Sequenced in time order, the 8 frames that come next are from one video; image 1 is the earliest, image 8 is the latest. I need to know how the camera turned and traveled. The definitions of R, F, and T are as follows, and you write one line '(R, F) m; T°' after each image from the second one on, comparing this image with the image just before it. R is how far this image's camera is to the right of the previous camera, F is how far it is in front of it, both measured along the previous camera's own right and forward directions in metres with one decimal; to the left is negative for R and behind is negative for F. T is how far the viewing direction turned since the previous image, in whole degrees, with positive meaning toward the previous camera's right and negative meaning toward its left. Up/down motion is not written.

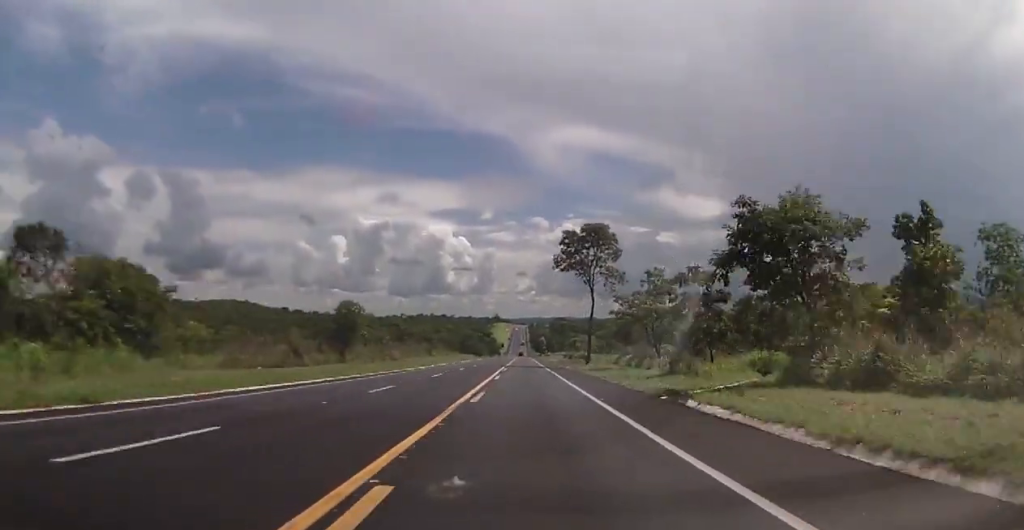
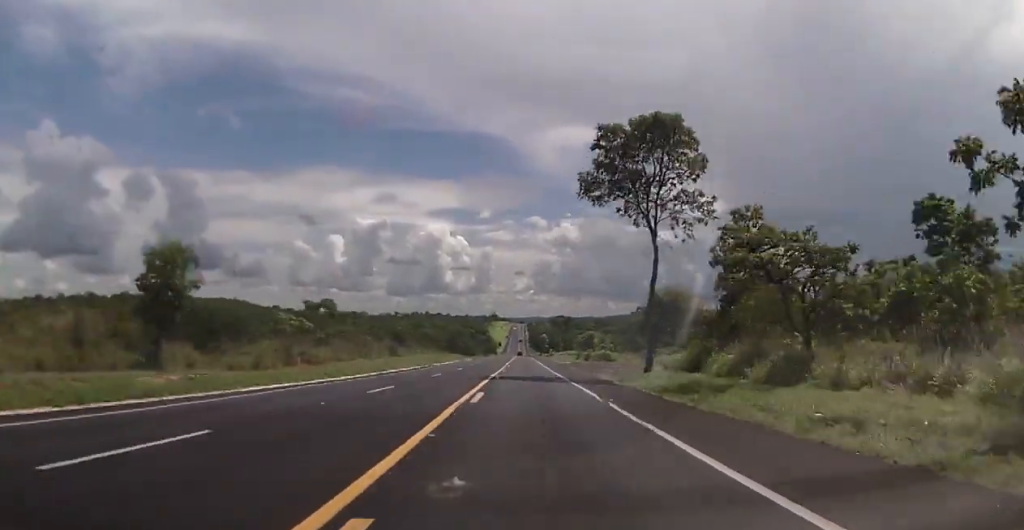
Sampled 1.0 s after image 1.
(+0.2, +33.5) m; 0°
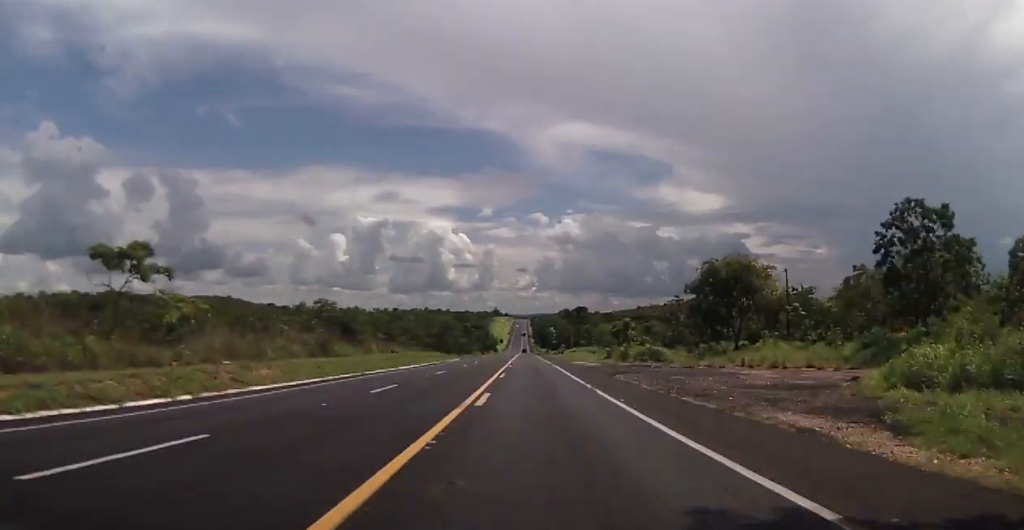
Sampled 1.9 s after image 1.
(-0.2, +33.2) m; 0°
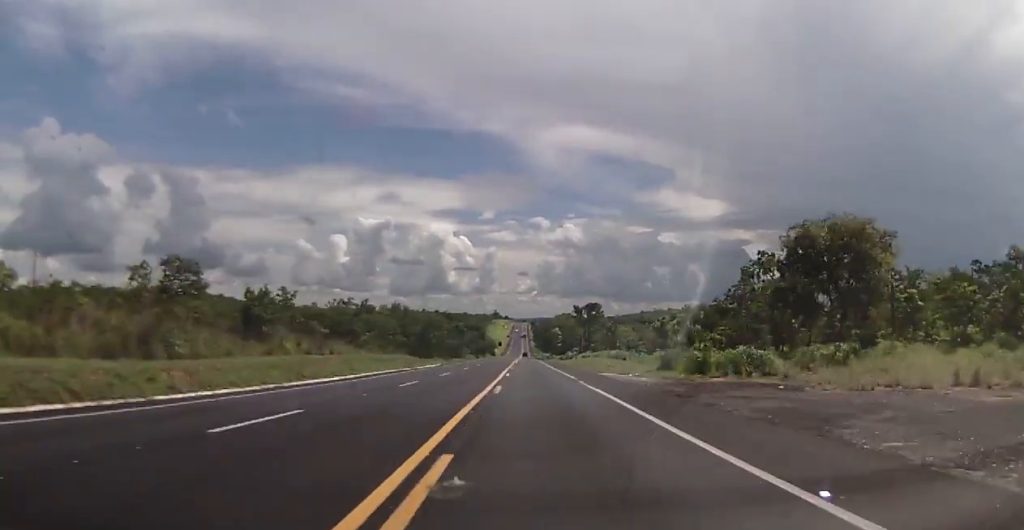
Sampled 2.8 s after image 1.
(0.0, +28.5) m; 0°
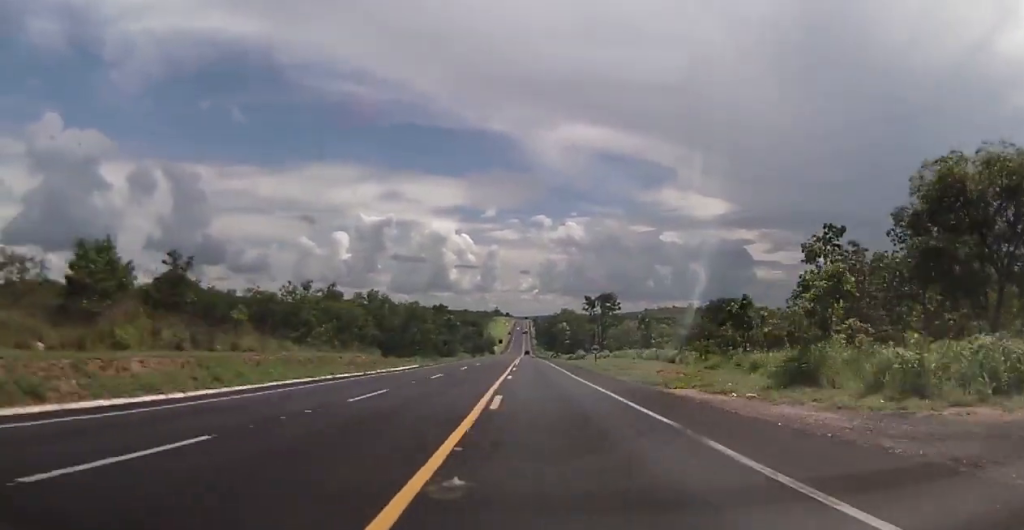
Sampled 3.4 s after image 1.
(0.0, +21.5) m; 0°
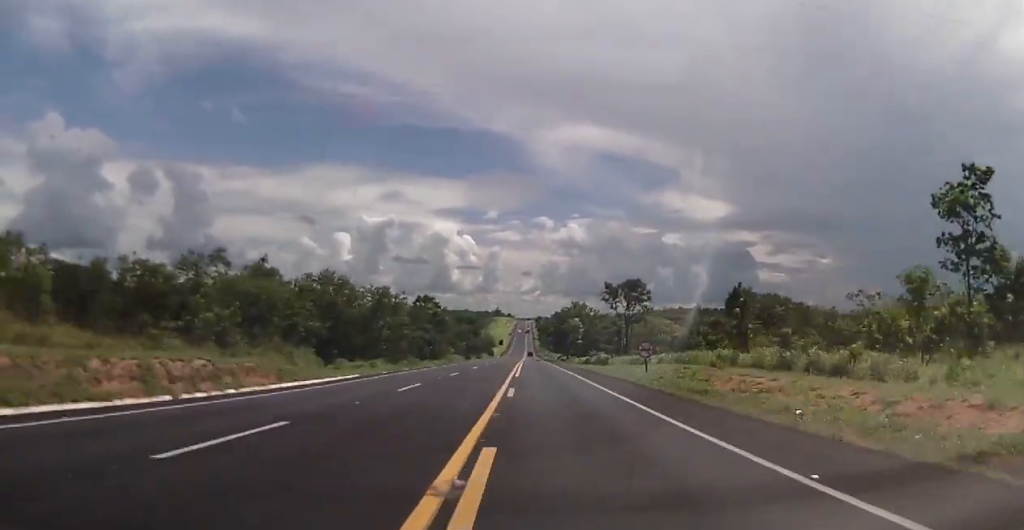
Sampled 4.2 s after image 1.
(0.0, +27.0) m; 0°
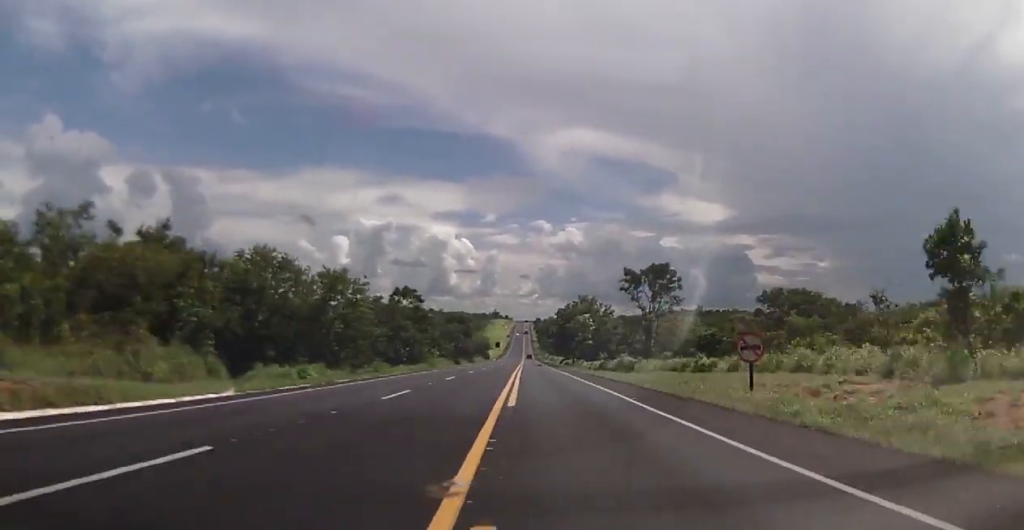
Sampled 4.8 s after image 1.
(0.0, +20.0) m; 0°
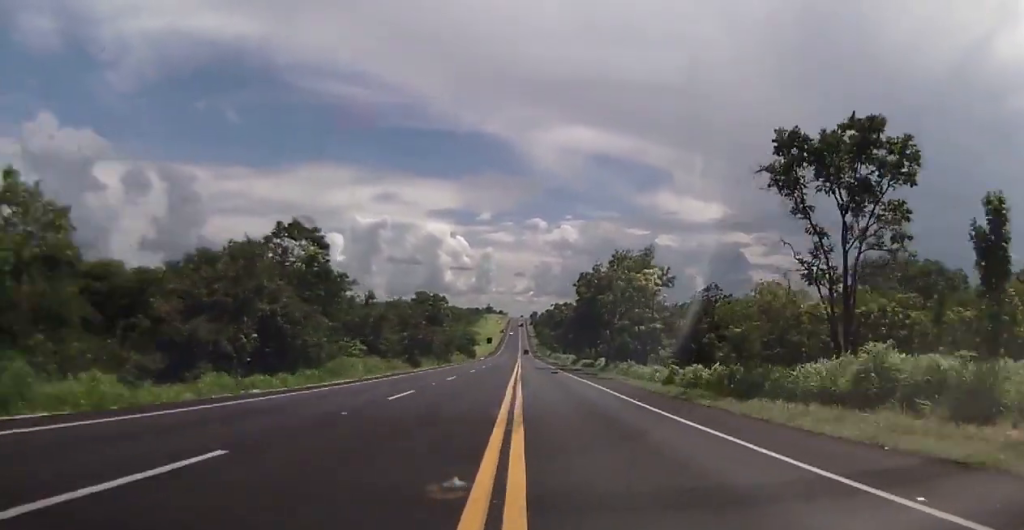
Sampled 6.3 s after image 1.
(+0.2, +49.0) m; +1°
